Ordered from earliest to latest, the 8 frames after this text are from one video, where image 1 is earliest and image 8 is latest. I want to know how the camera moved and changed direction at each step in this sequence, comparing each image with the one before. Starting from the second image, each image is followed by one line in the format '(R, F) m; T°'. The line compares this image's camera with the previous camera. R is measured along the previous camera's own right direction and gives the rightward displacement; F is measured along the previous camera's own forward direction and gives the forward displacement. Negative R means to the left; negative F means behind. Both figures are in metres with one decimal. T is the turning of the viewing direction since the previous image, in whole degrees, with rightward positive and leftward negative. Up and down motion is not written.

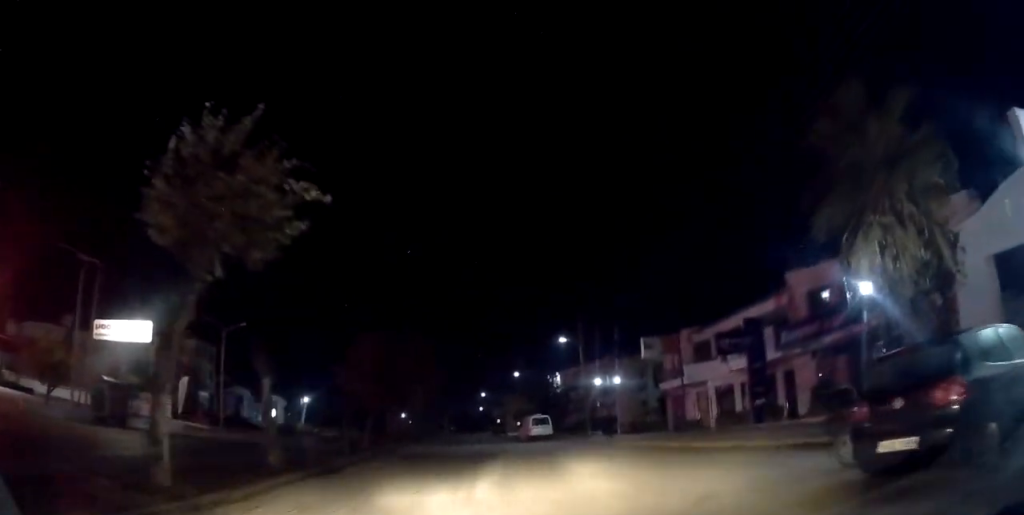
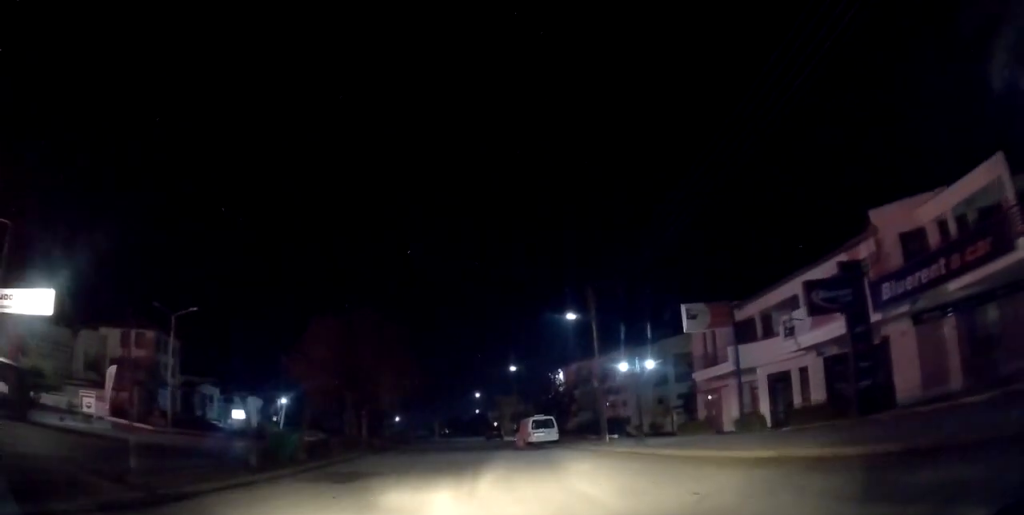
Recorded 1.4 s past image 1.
(-0.1, +9.0) m; -4°
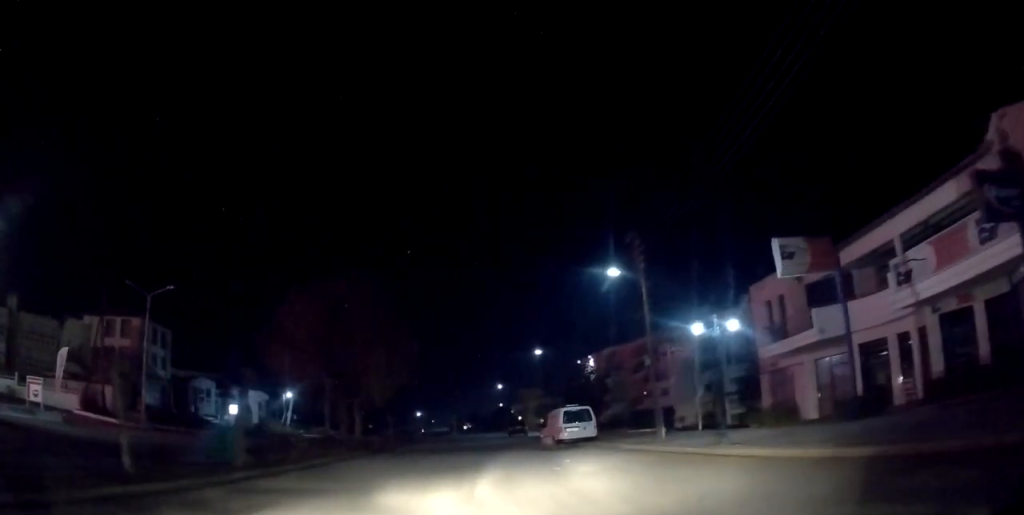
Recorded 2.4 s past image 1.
(-0.2, +7.0) m; -1°
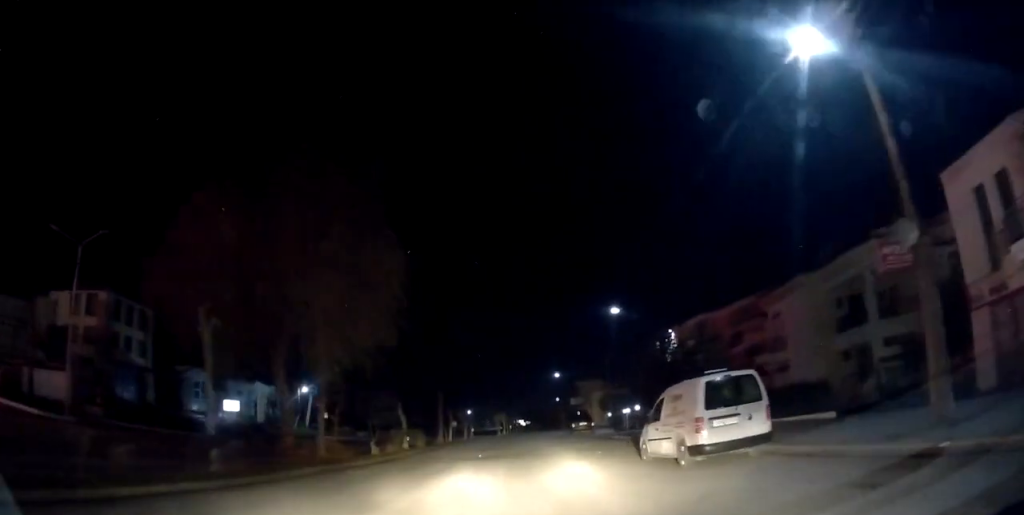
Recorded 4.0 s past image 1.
(-0.1, +13.3) m; -3°
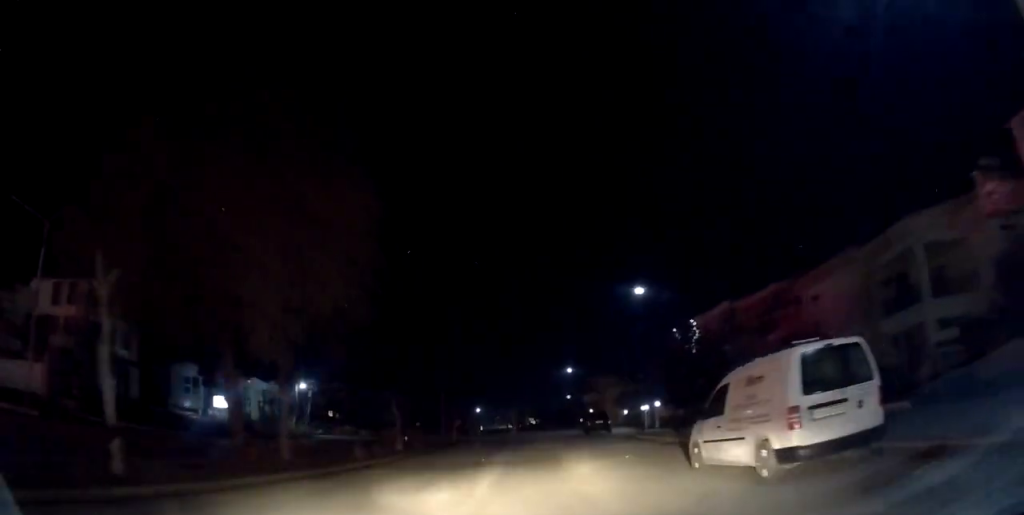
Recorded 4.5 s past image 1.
(-0.2, +3.6) m; -1°
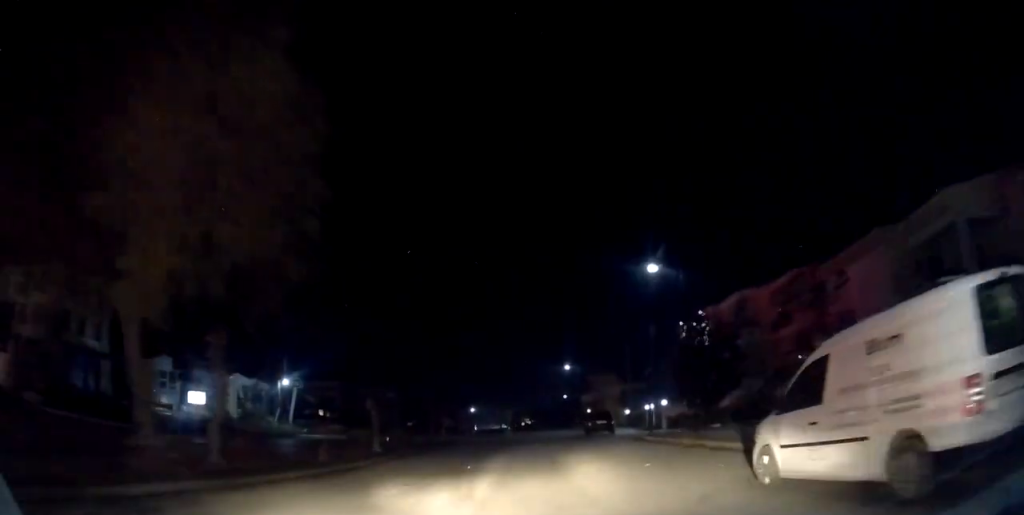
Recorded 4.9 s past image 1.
(-0.1, +3.5) m; 0°
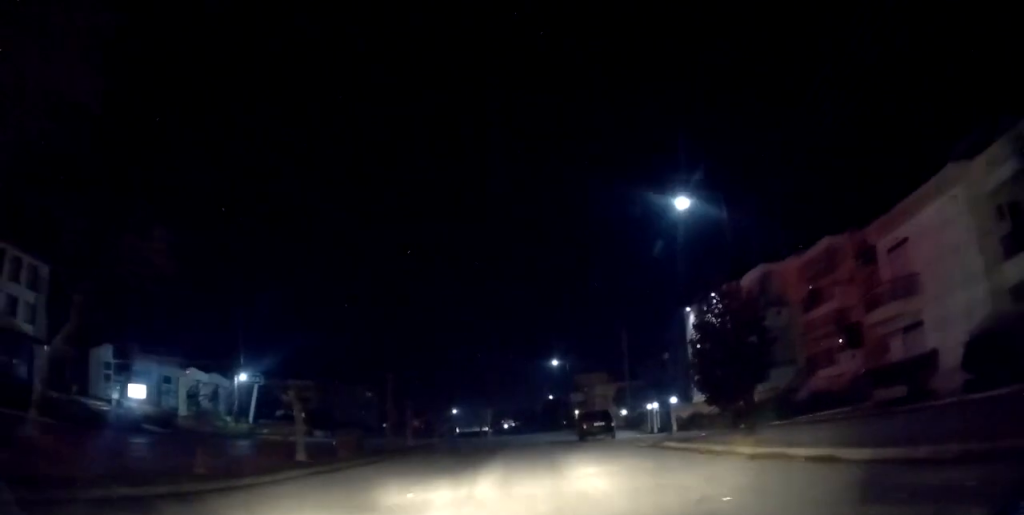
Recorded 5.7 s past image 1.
(+0.1, +6.4) m; +2°
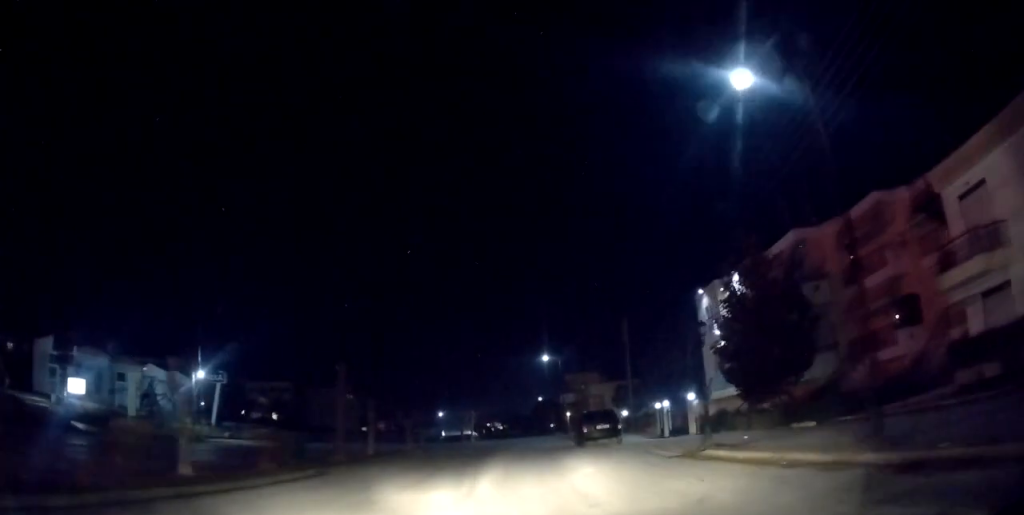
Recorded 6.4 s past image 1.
(+0.1, +5.7) m; +1°
